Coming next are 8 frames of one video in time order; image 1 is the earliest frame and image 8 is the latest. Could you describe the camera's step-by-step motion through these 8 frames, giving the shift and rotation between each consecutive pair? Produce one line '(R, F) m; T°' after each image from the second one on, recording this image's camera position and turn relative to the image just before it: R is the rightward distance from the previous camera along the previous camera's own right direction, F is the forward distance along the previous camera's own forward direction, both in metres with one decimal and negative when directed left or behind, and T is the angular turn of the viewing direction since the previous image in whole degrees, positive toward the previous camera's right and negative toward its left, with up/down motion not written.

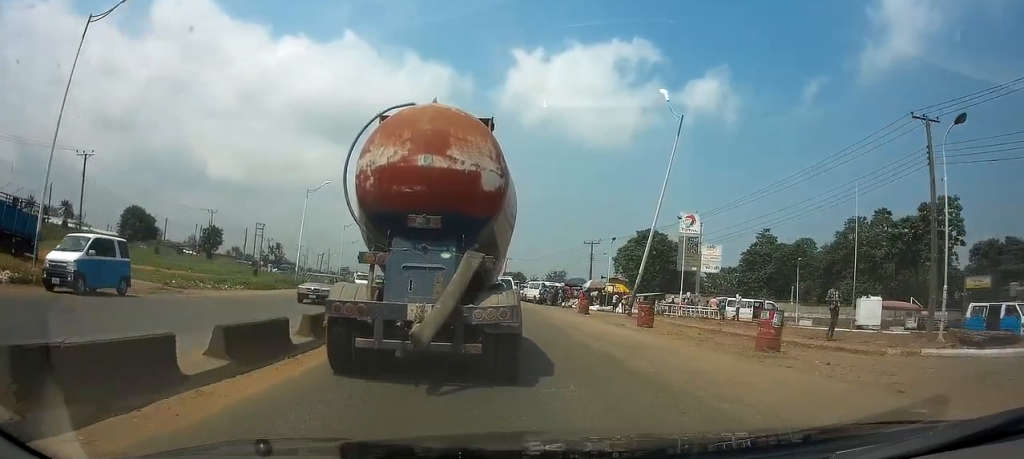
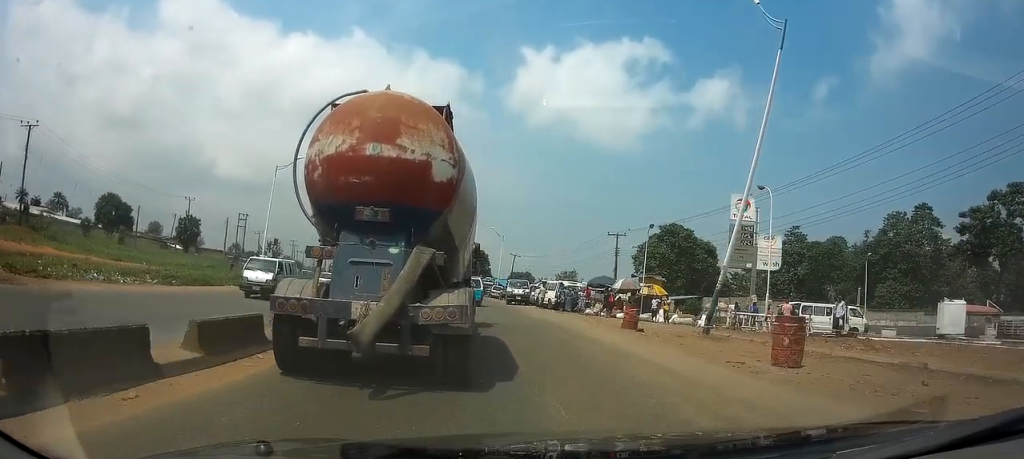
(-0.2, +10.9) m; -2°
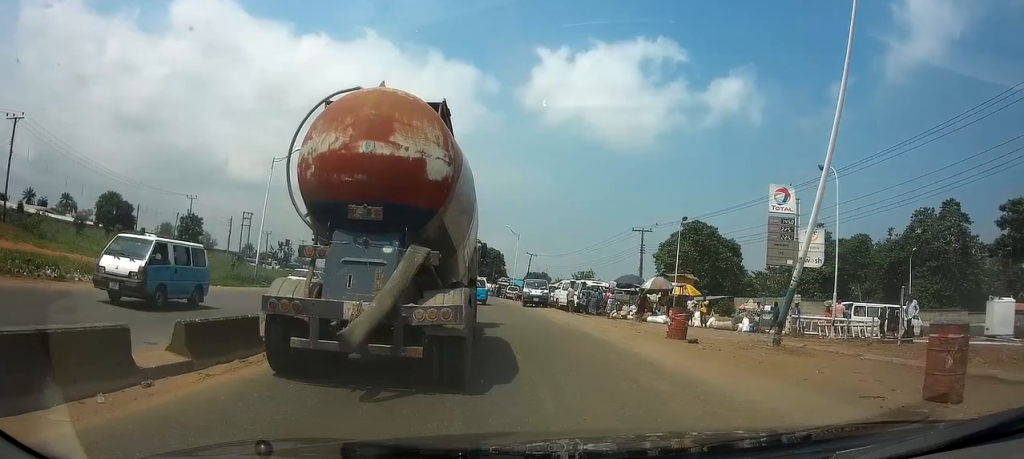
(0.0, +4.1) m; -1°
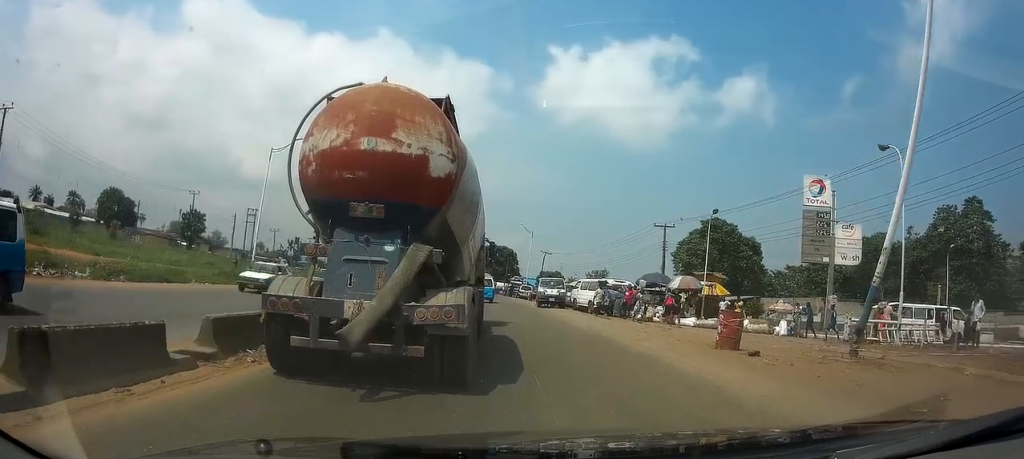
(0.0, +3.2) m; -1°
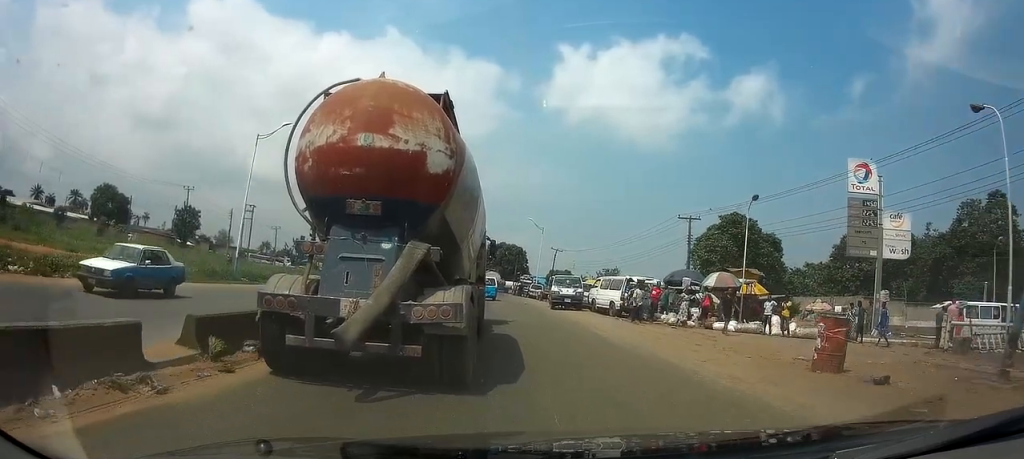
(-0.1, +4.3) m; -1°
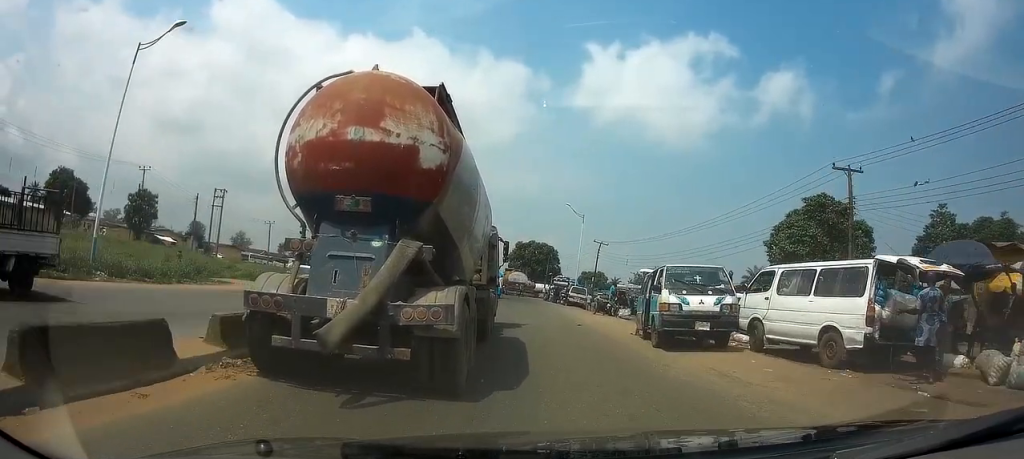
(-0.7, +18.5) m; -4°
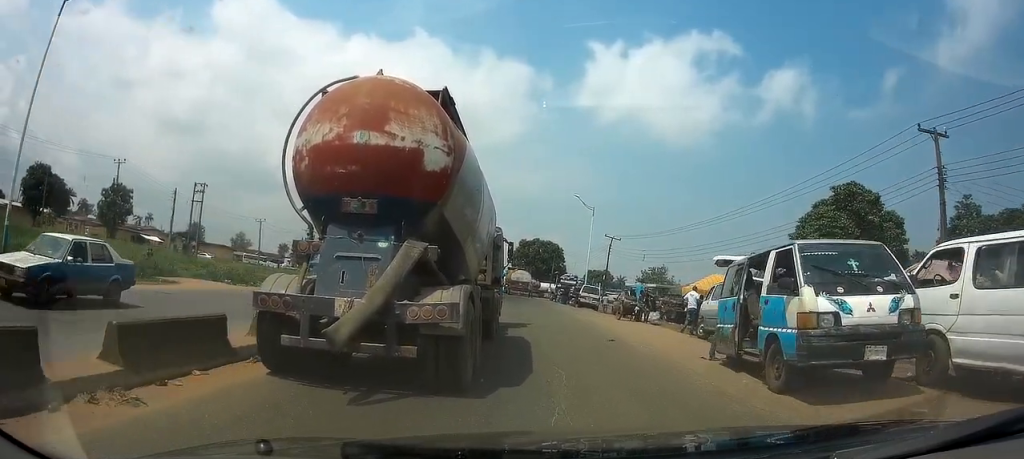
(0.0, +6.2) m; 0°
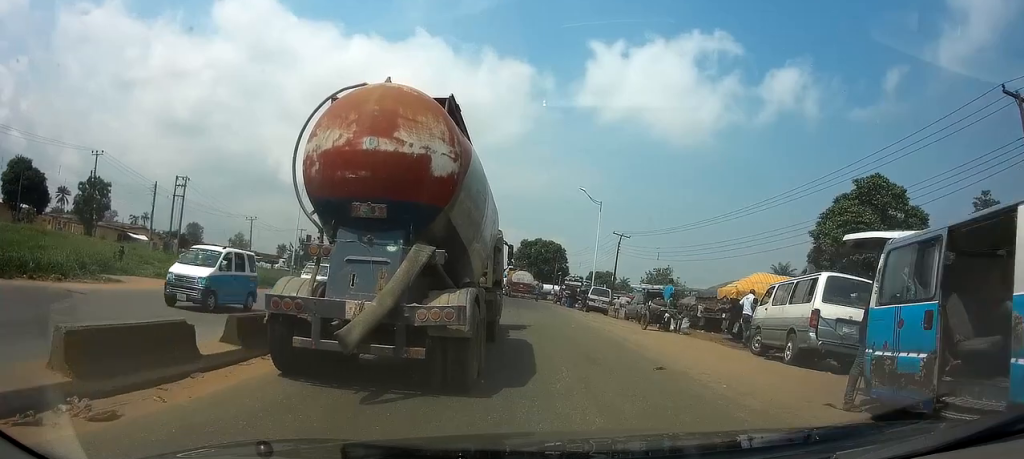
(0.0, +4.3) m; 0°
